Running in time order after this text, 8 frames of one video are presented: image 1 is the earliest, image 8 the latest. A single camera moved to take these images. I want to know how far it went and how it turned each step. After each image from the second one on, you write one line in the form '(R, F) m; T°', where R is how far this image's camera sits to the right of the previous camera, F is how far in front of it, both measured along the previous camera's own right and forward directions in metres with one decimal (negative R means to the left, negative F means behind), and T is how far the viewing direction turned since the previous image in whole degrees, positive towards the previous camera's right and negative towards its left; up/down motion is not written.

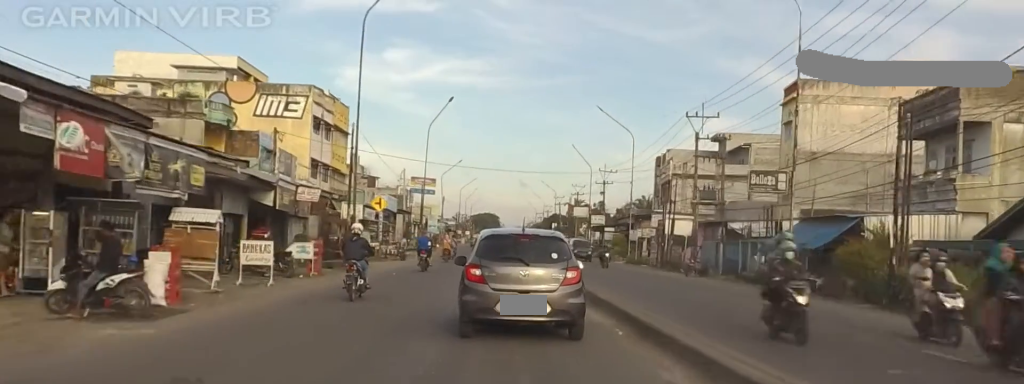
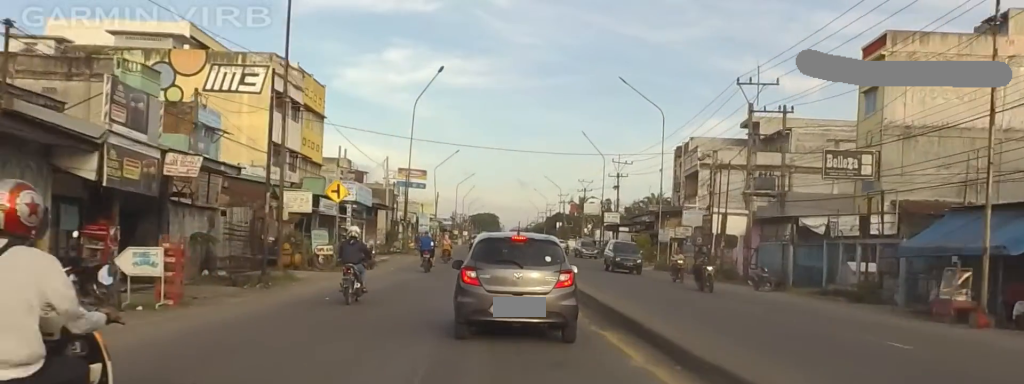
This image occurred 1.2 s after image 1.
(0.0, +13.2) m; 0°
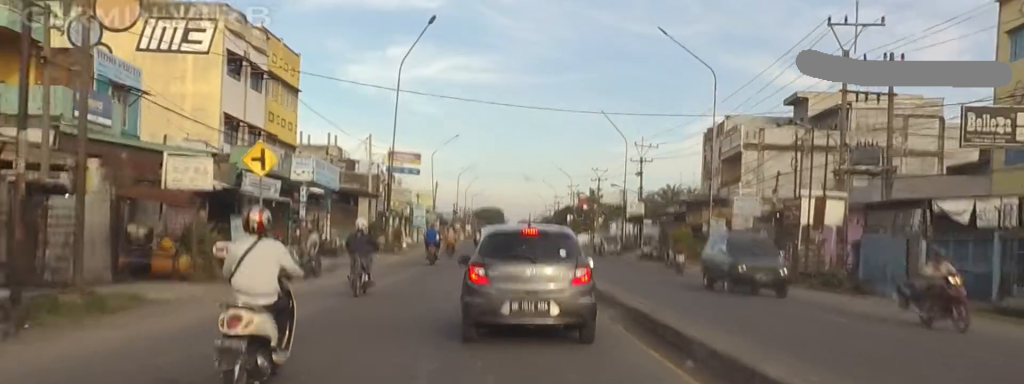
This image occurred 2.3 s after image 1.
(-0.2, +12.7) m; -8°
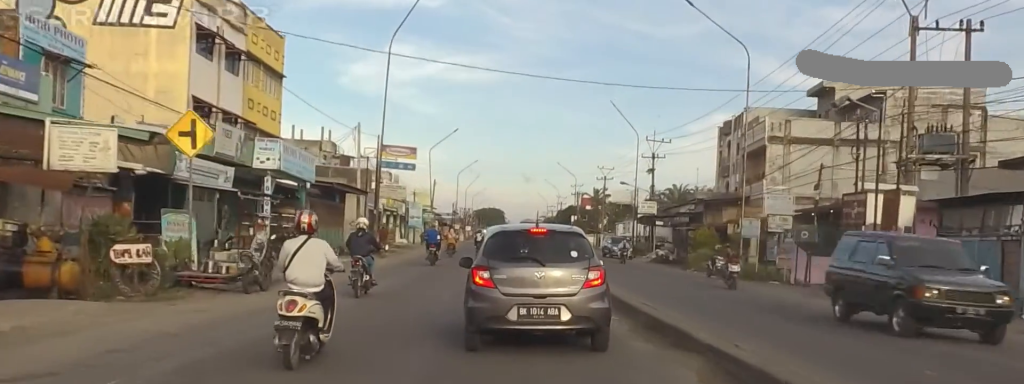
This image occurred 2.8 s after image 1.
(-0.8, +5.7) m; 0°
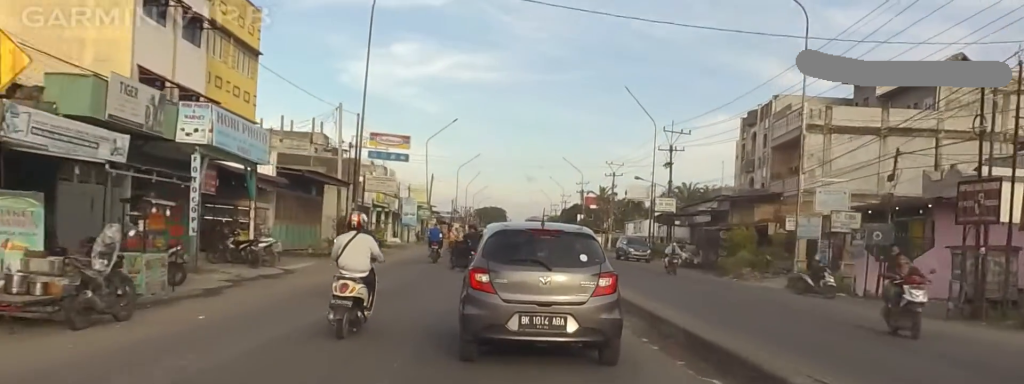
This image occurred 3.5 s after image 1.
(-0.2, +7.9) m; +2°
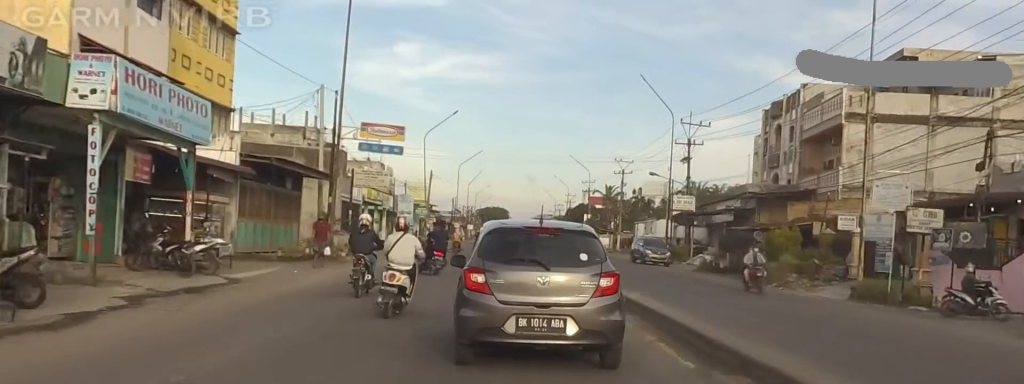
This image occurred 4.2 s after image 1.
(+0.7, +7.1) m; +5°
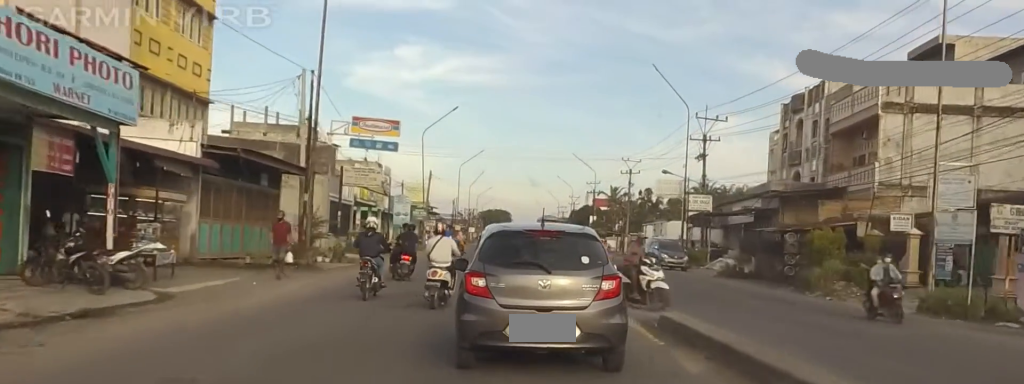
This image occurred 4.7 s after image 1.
(0.0, +5.7) m; 0°
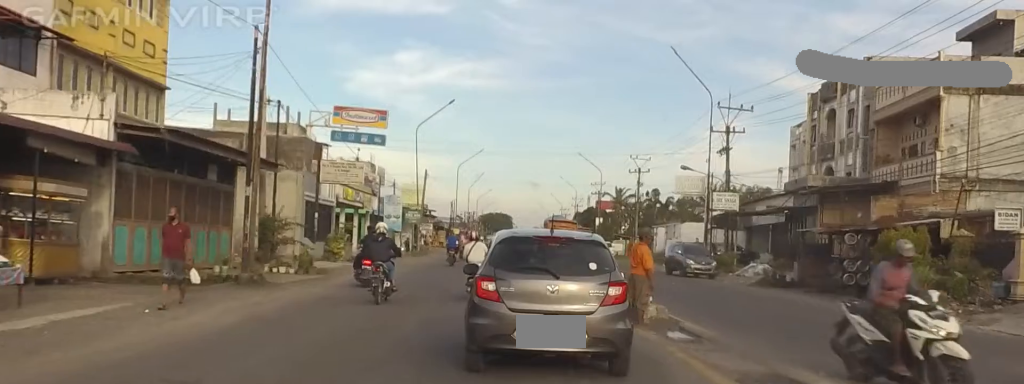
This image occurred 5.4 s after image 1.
(0.0, +8.2) m; 0°
